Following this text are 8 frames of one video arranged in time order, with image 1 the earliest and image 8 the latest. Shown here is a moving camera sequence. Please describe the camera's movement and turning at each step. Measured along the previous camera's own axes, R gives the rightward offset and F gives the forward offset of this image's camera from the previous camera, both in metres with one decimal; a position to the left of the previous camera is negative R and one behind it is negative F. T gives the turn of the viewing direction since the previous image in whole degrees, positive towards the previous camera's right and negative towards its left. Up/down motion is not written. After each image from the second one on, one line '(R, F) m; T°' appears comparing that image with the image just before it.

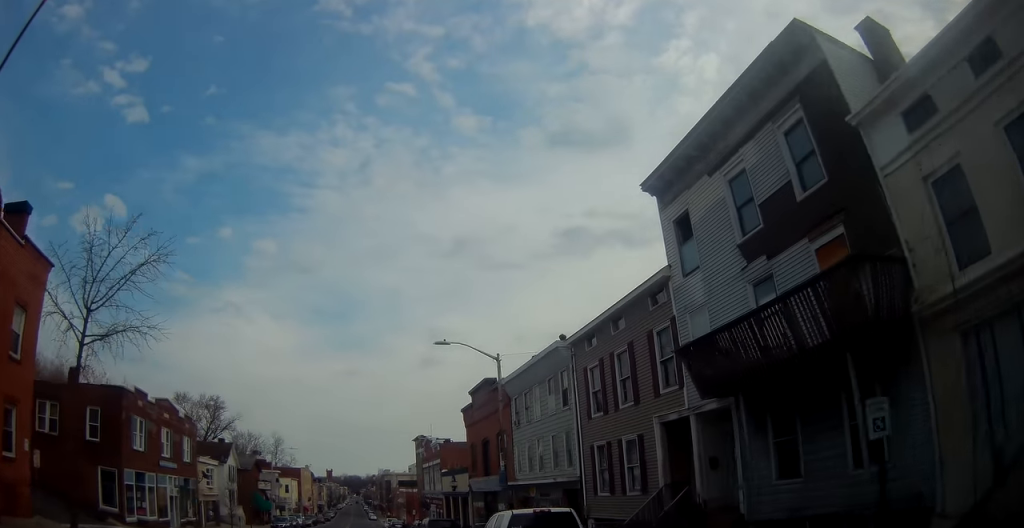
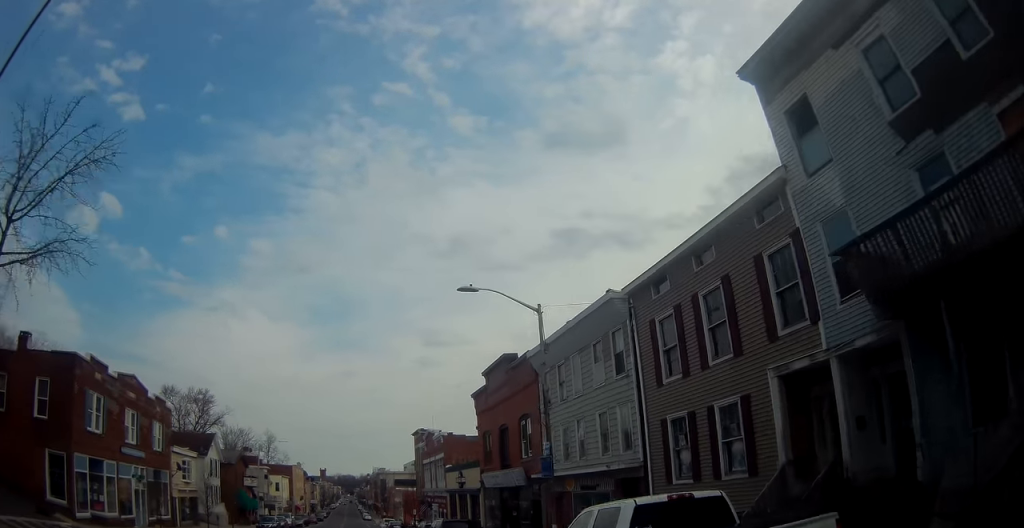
(-0.1, +5.6) m; -1°
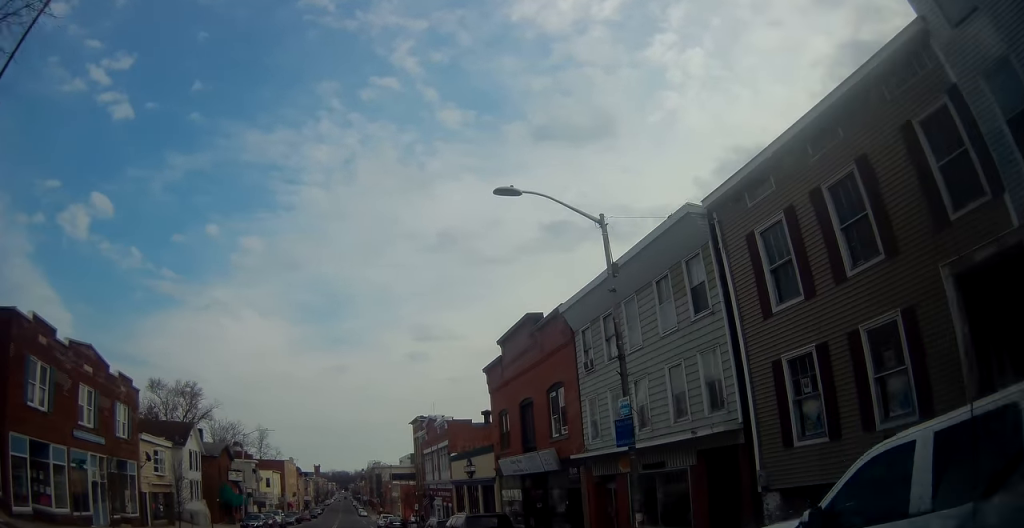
(+0.1, +5.3) m; 0°
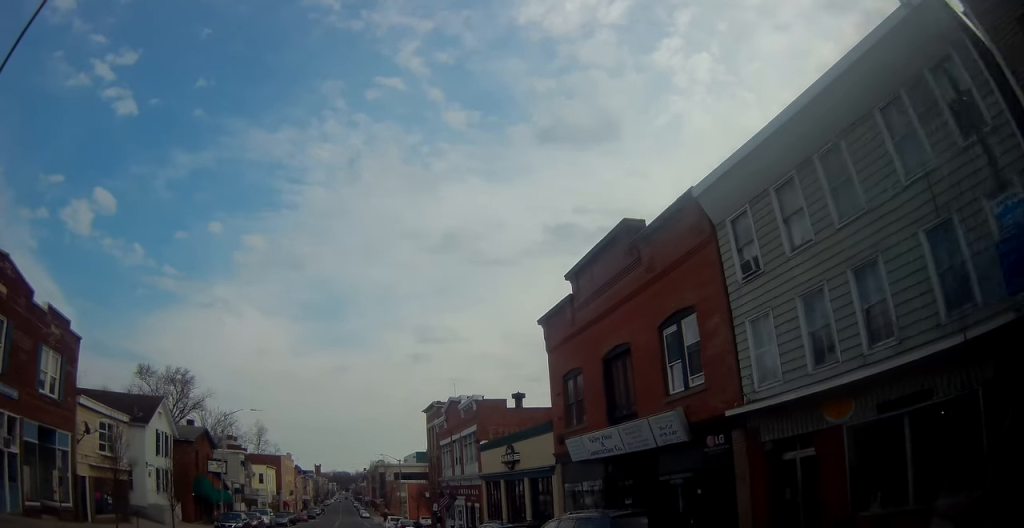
(-0.1, +9.1) m; +1°
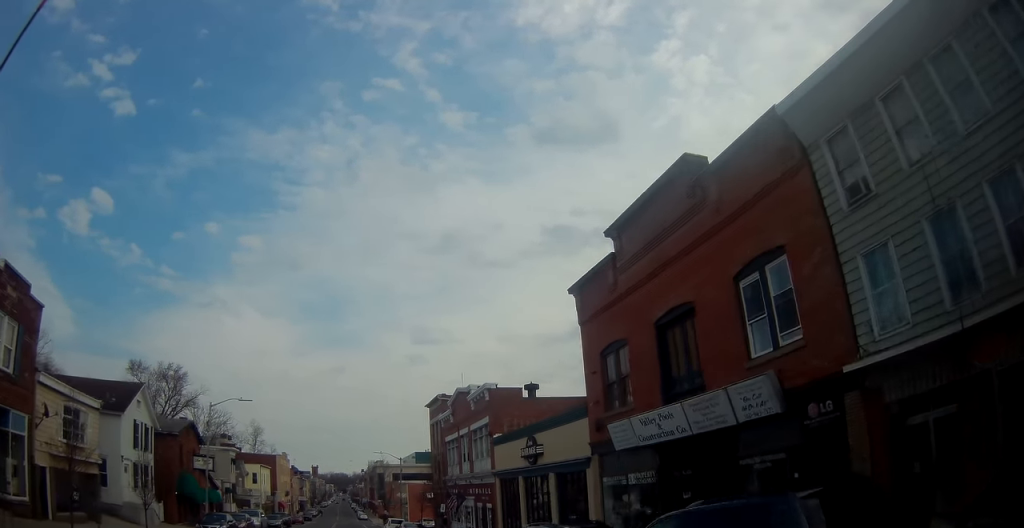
(0.0, +3.9) m; +1°
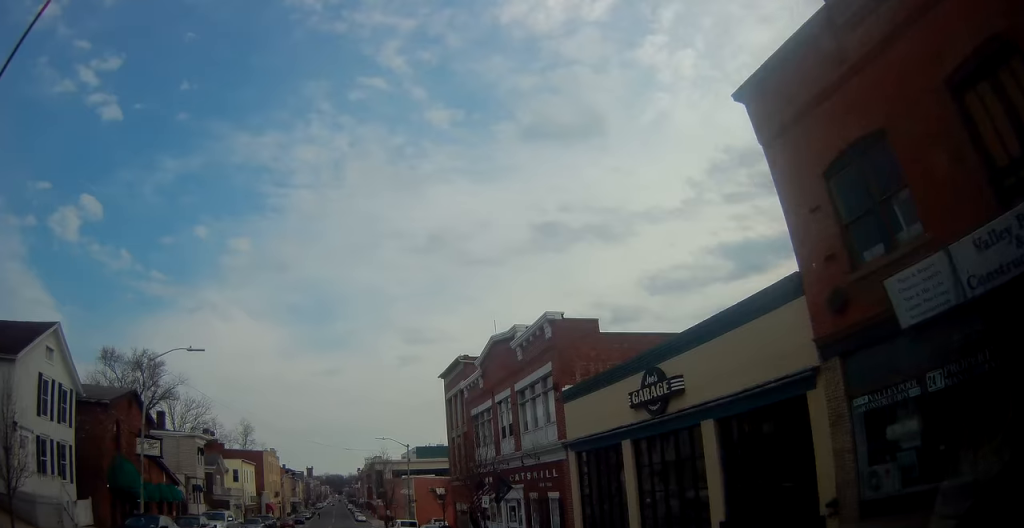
(+0.2, +11.5) m; -1°
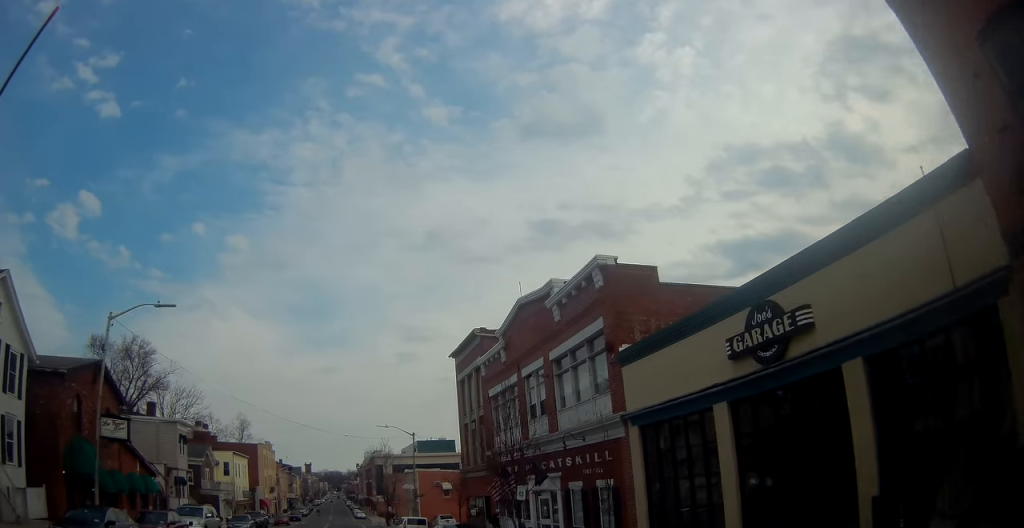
(-0.2, +4.9) m; -1°
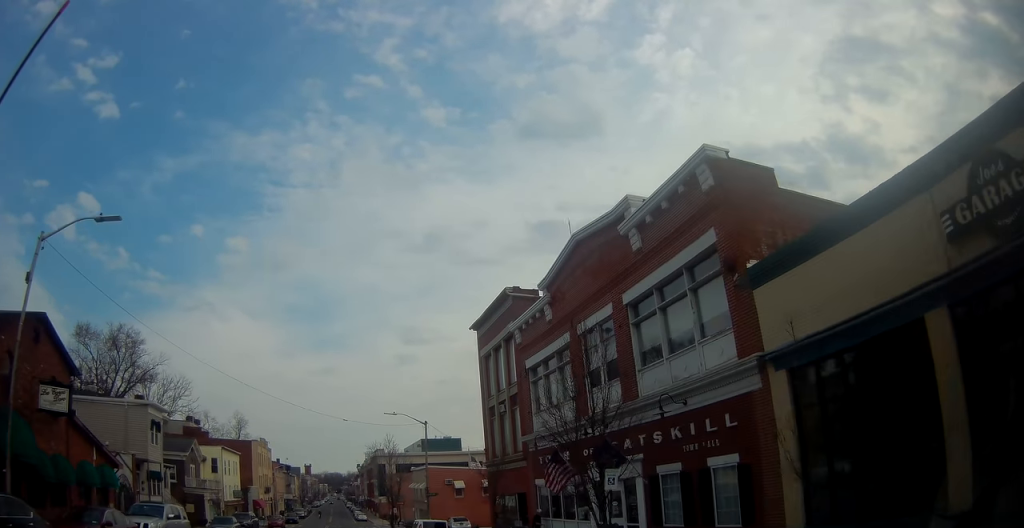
(+0.2, +6.6) m; 0°
